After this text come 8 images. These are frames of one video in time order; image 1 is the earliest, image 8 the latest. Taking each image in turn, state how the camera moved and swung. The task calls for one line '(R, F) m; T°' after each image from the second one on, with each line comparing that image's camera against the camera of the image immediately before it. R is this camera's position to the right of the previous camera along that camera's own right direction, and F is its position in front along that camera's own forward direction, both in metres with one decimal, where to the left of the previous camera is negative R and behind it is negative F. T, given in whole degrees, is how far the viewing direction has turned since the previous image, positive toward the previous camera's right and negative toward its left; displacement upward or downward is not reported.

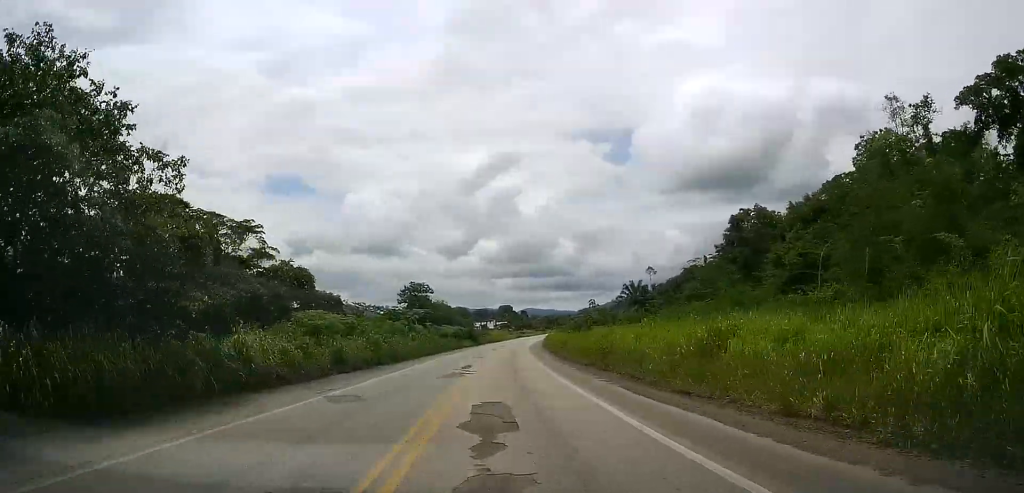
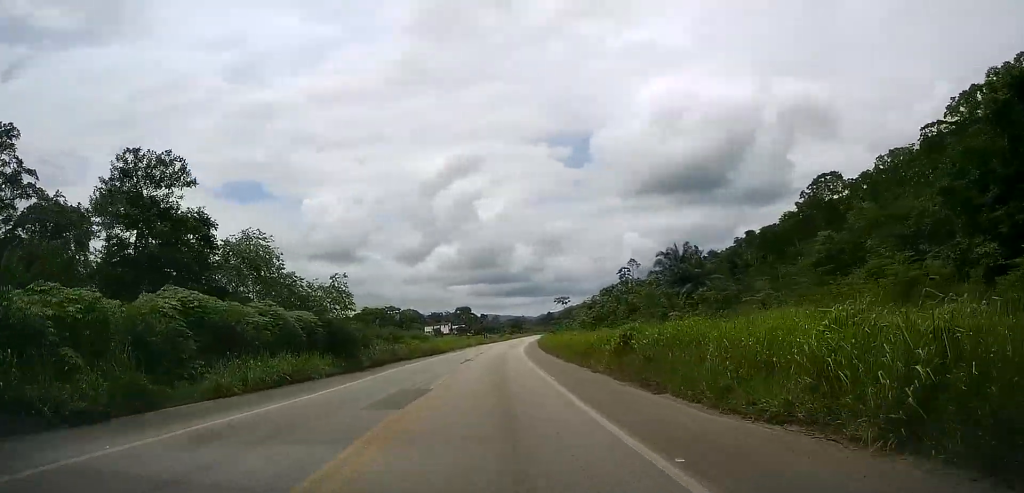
(+3.2, +71.6) m; +6°
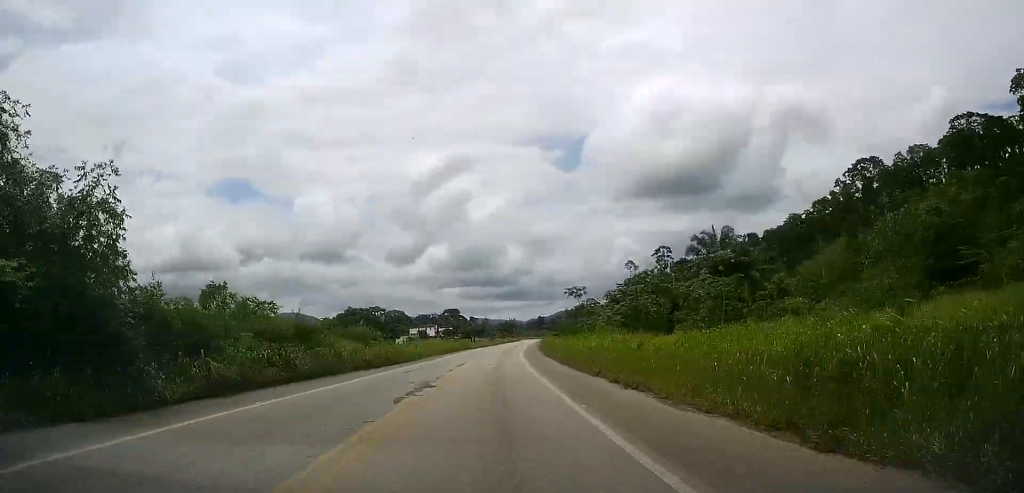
(+0.3, +21.1) m; +1°
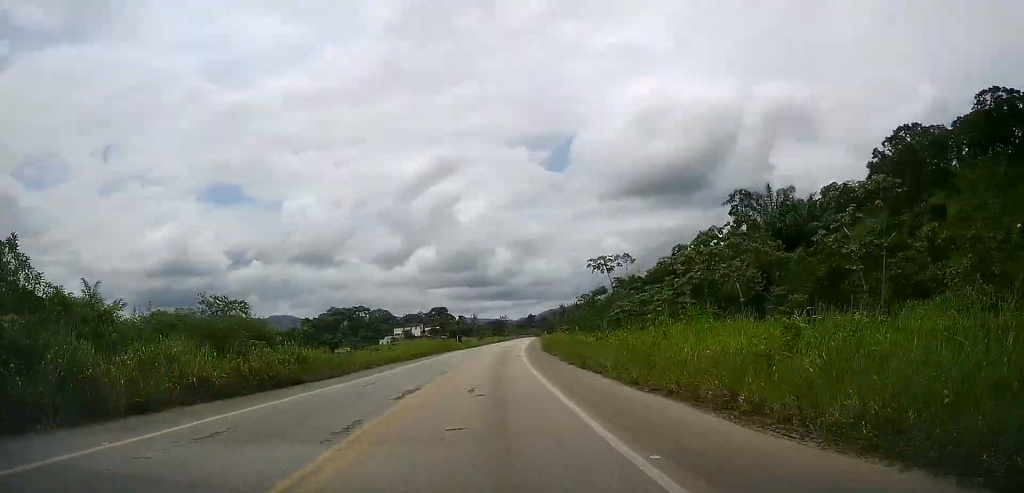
(+0.1, +20.1) m; 0°
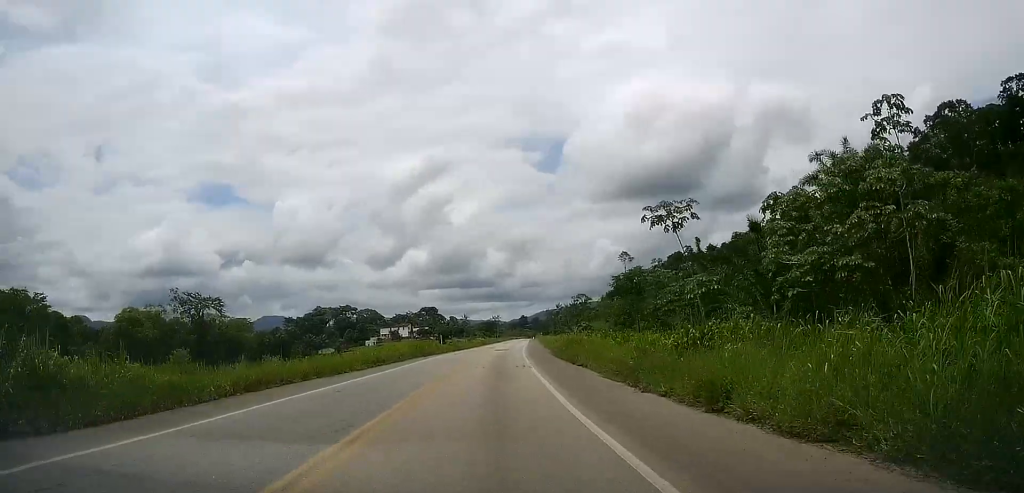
(-0.1, +16.1) m; 0°
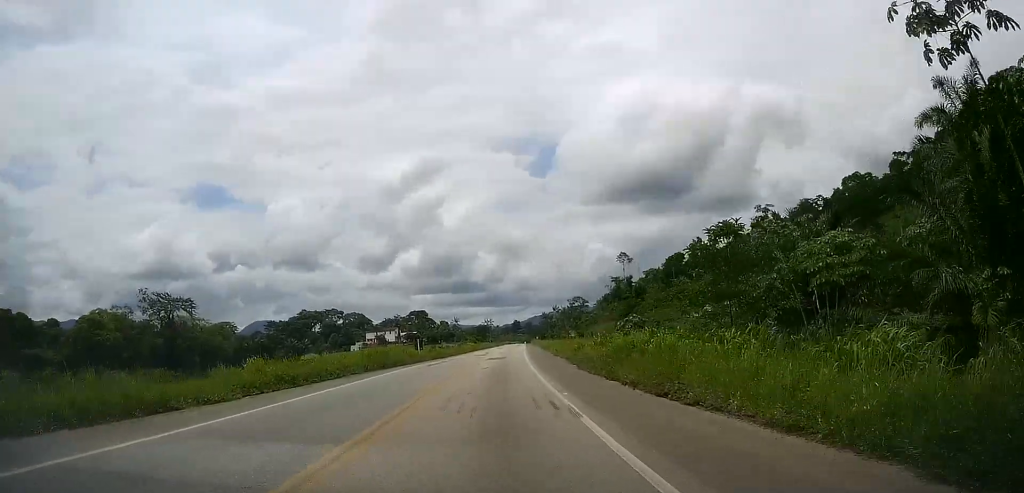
(+0.1, +16.6) m; +1°
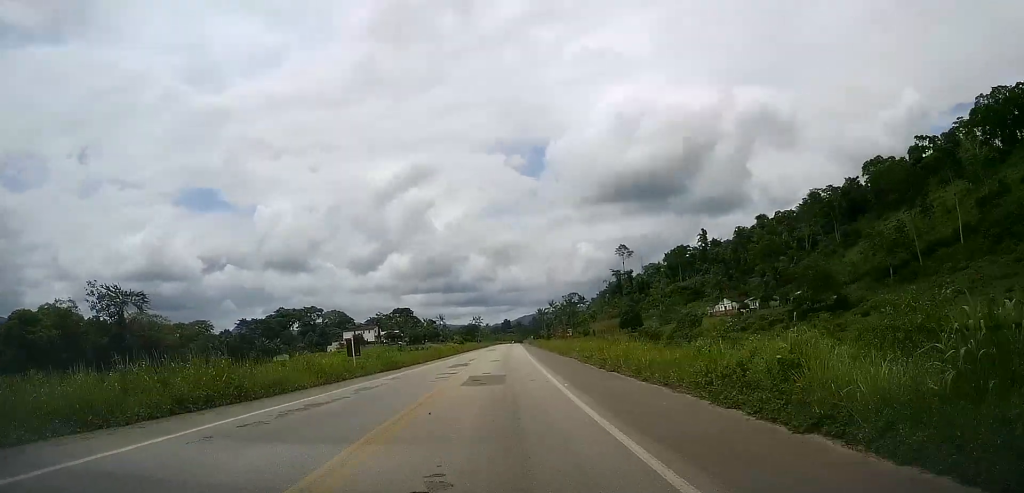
(+0.3, +24.6) m; +2°
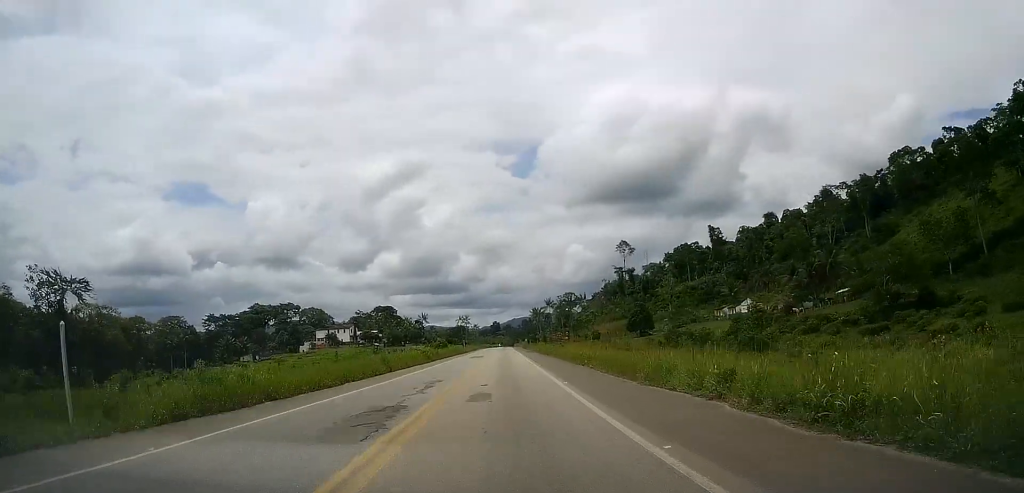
(+0.5, +24.7) m; +1°
